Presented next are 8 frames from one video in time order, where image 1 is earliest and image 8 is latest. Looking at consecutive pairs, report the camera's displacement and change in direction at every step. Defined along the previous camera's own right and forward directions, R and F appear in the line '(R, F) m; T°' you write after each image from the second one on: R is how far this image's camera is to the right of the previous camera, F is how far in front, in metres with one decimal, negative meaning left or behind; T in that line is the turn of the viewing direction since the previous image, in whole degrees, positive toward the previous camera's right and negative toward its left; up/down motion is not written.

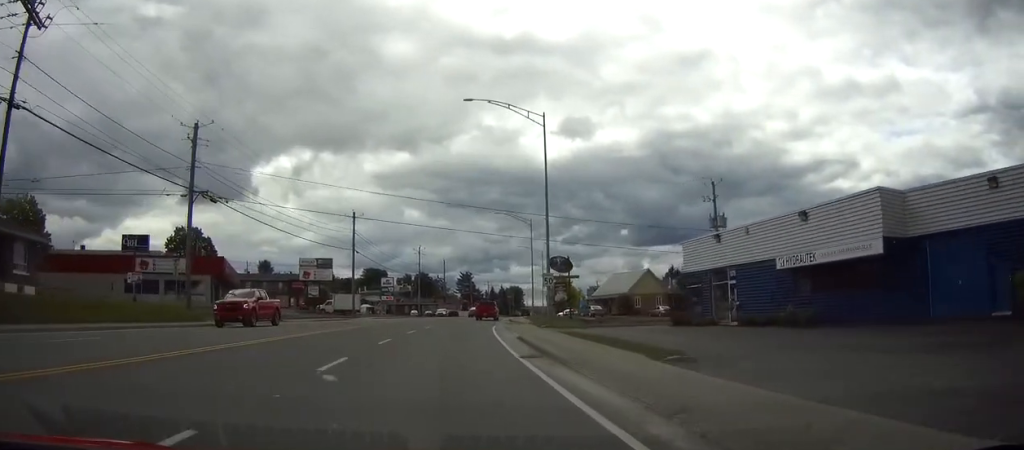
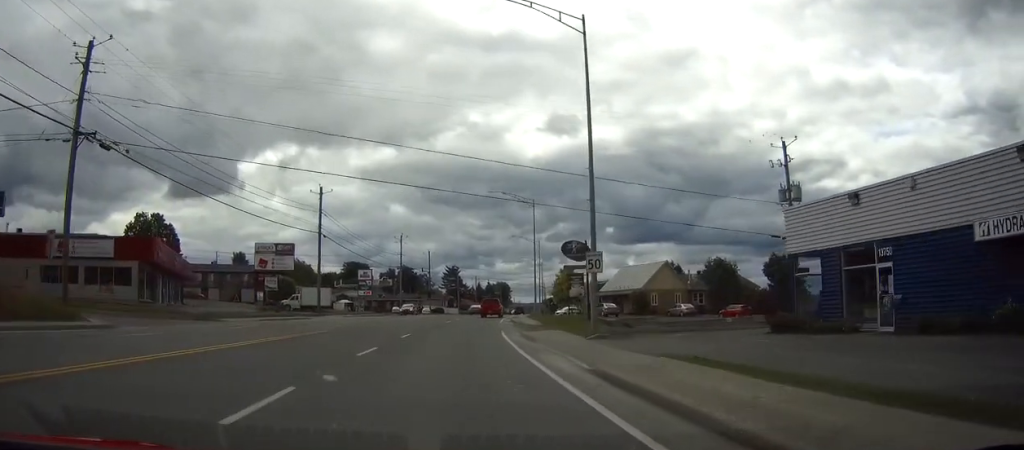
(+0.1, +14.4) m; +1°
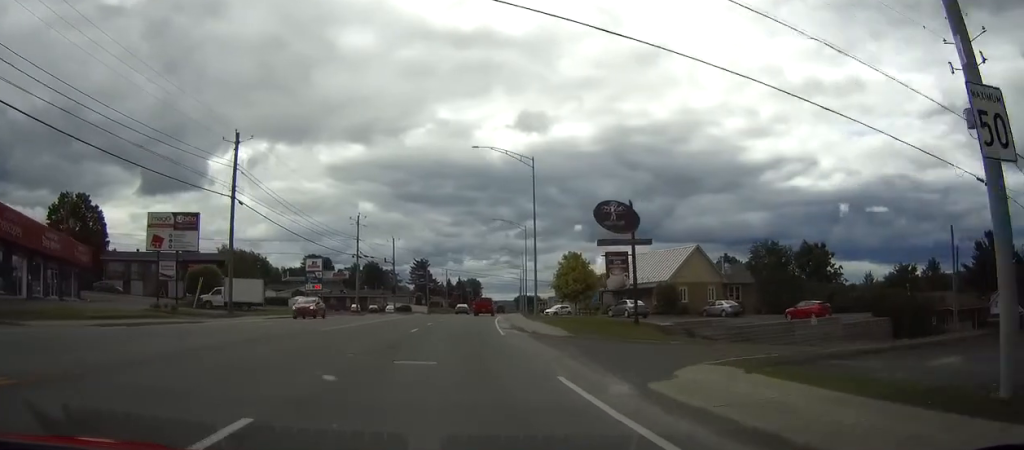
(+0.5, +20.4) m; +2°
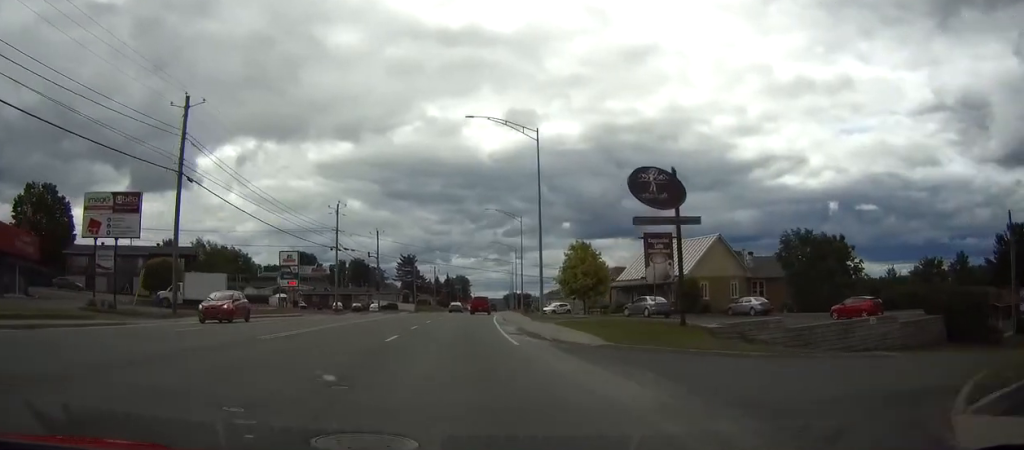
(0.0, +8.3) m; +1°
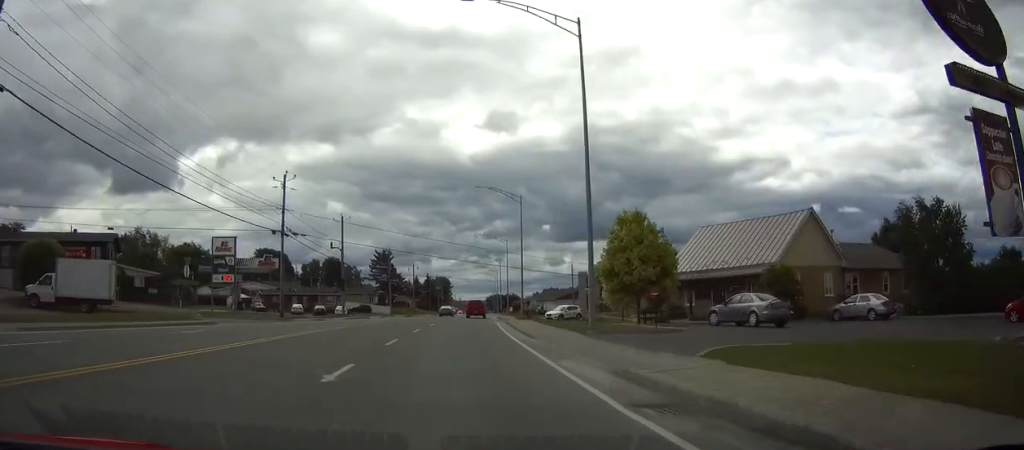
(+0.2, +18.8) m; +2°
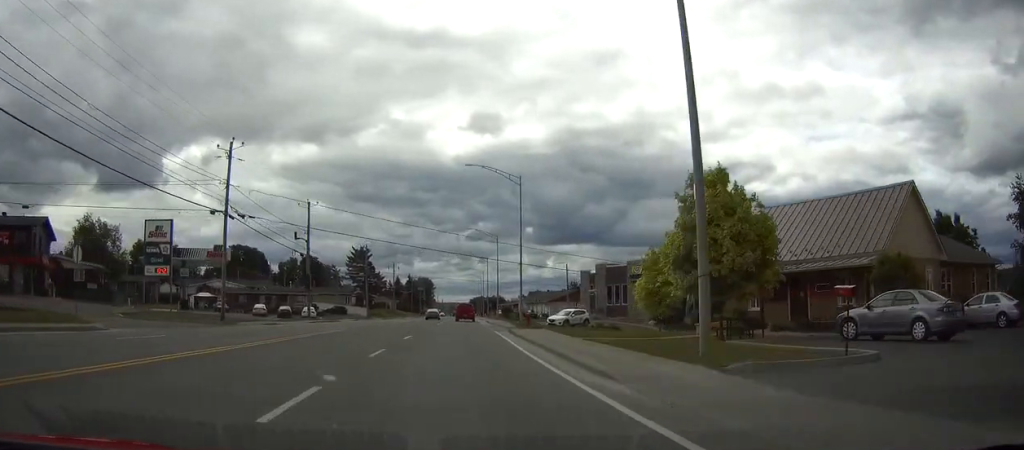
(+0.2, +12.2) m; +1°
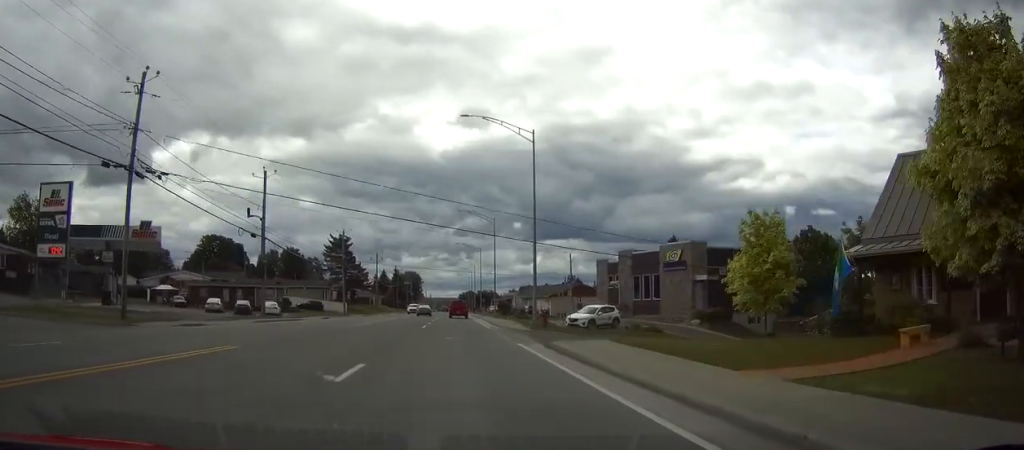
(+0.1, +14.4) m; +1°
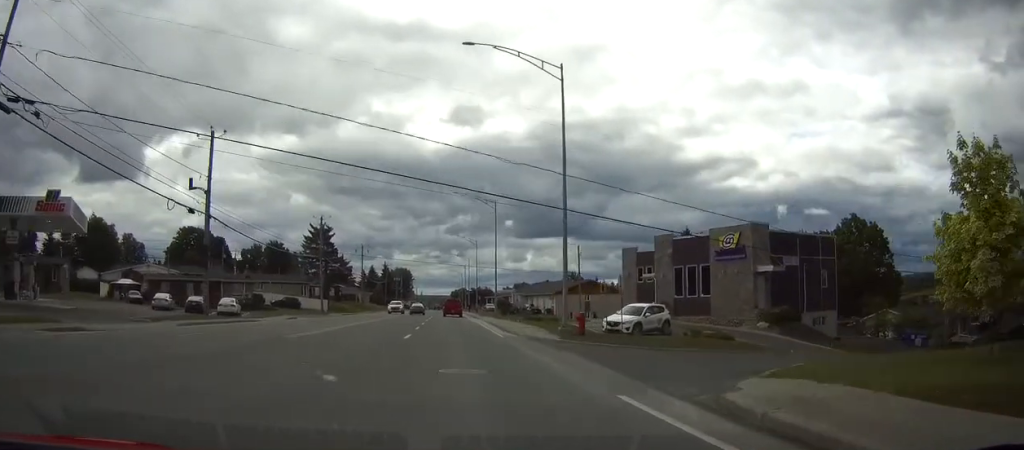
(+0.1, +12.7) m; +1°
